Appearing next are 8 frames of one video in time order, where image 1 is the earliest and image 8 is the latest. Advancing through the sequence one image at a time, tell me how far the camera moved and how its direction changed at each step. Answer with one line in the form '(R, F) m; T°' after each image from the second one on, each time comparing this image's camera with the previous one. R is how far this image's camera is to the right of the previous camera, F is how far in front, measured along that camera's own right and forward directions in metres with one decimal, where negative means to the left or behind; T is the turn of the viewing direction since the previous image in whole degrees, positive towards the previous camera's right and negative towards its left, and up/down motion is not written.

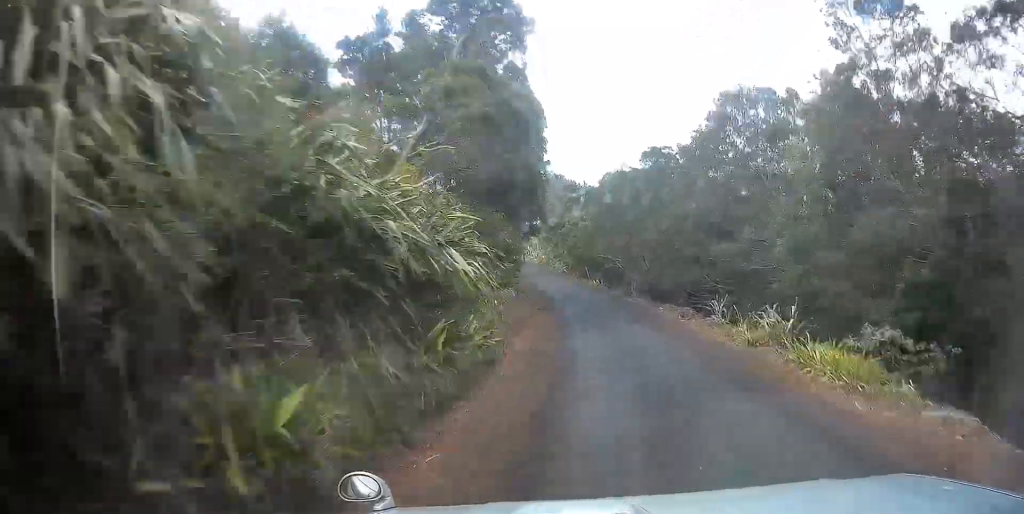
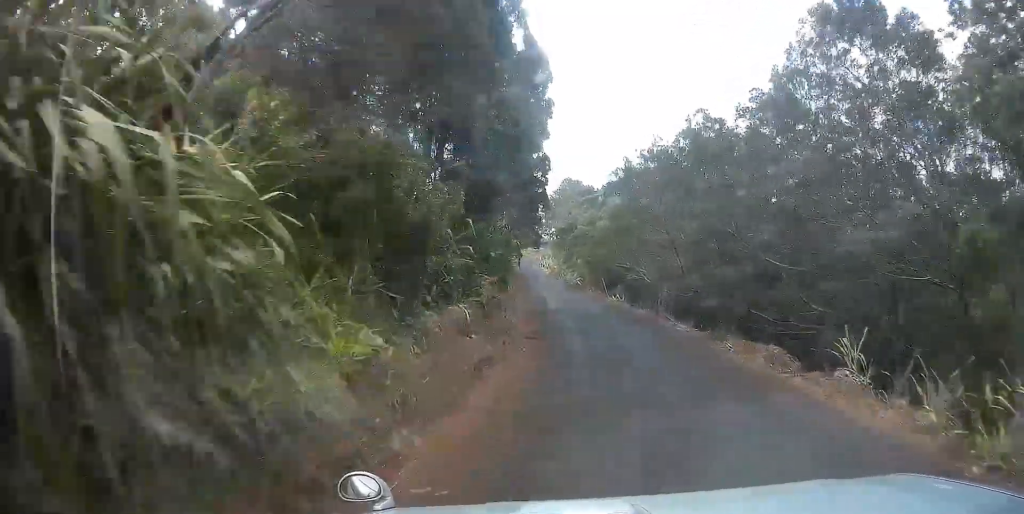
(-0.1, +9.6) m; -1°
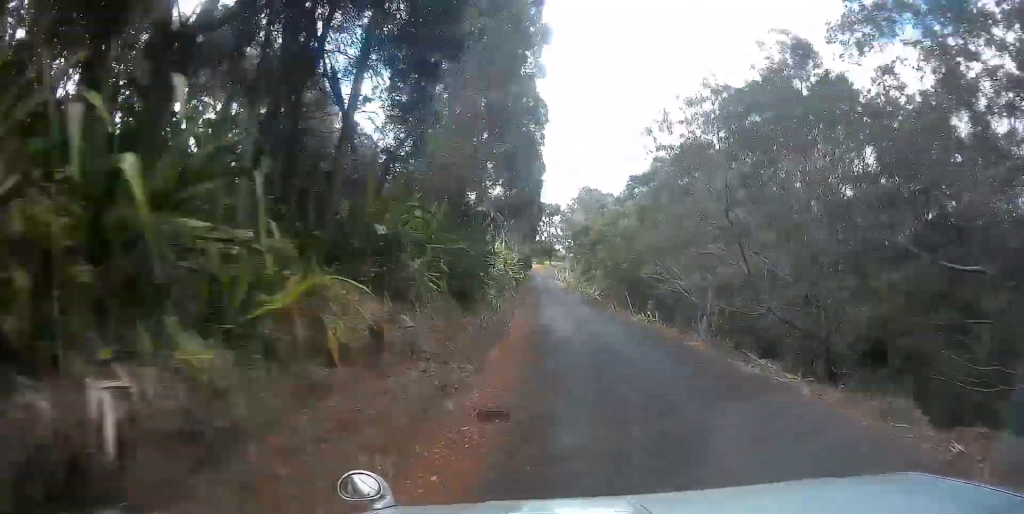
(+0.1, +8.8) m; -1°
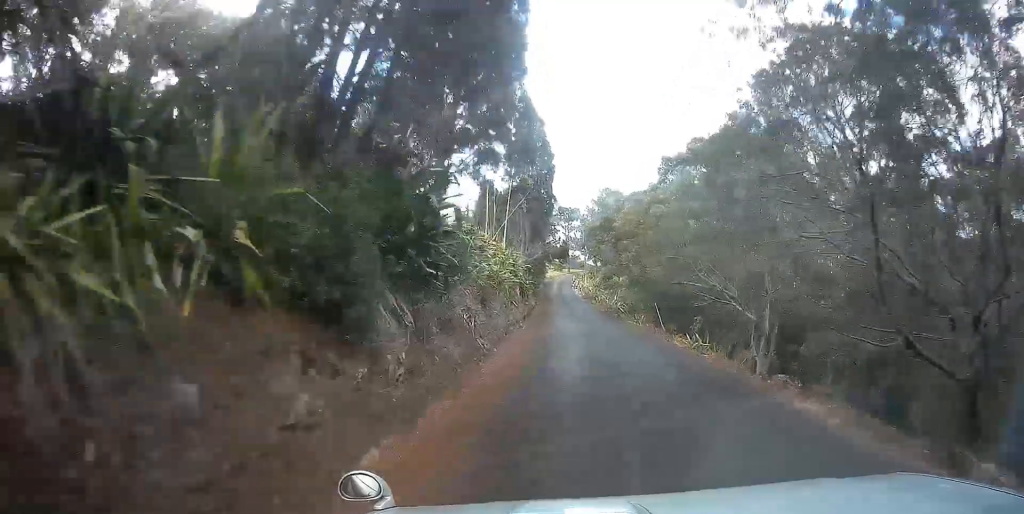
(-0.2, +7.9) m; -3°
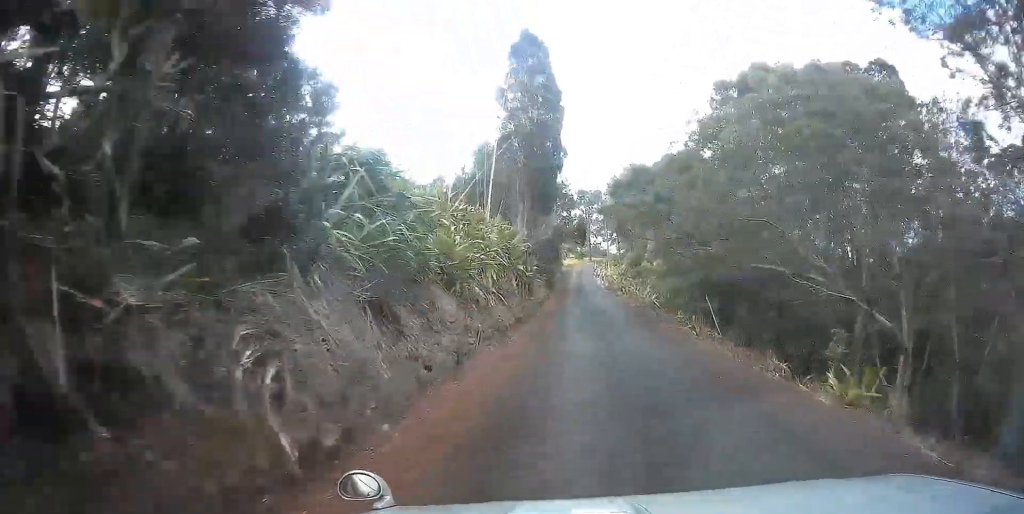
(-0.4, +9.9) m; -3°
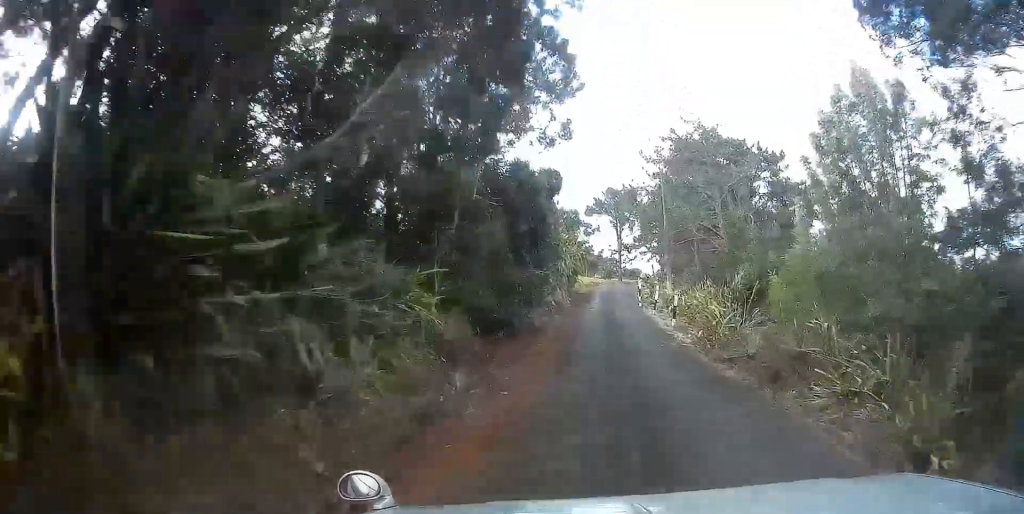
(-2.1, +33.2) m; -6°
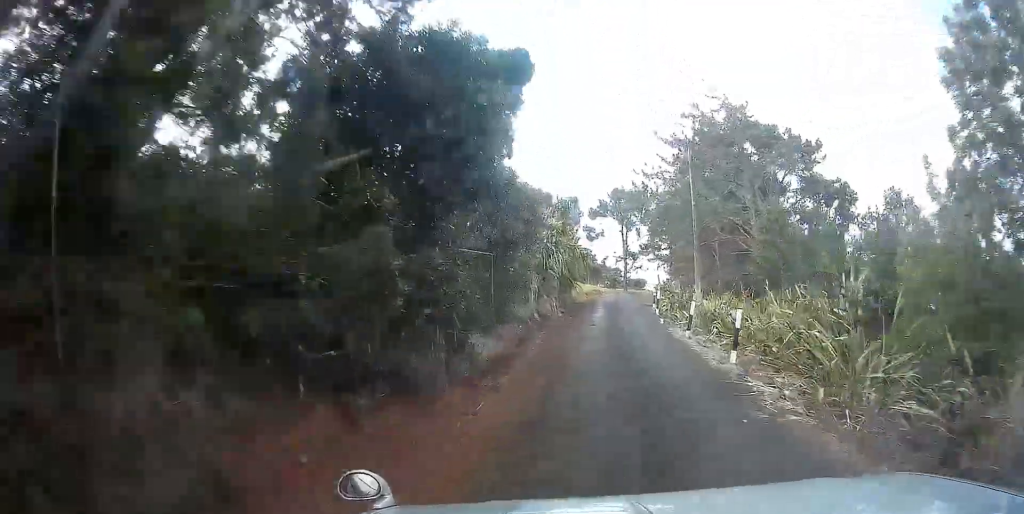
(0.0, +8.3) m; 0°
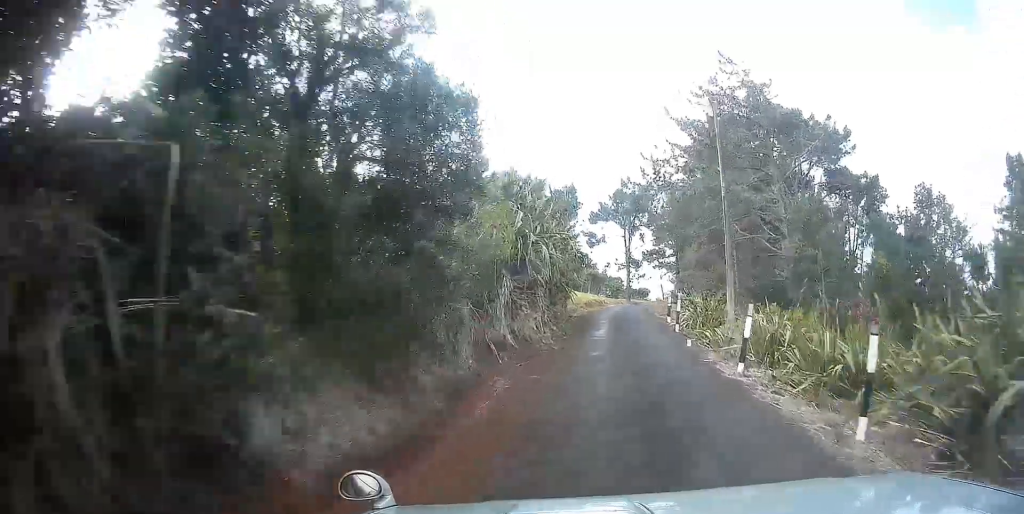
(0.0, +6.1) m; +1°
